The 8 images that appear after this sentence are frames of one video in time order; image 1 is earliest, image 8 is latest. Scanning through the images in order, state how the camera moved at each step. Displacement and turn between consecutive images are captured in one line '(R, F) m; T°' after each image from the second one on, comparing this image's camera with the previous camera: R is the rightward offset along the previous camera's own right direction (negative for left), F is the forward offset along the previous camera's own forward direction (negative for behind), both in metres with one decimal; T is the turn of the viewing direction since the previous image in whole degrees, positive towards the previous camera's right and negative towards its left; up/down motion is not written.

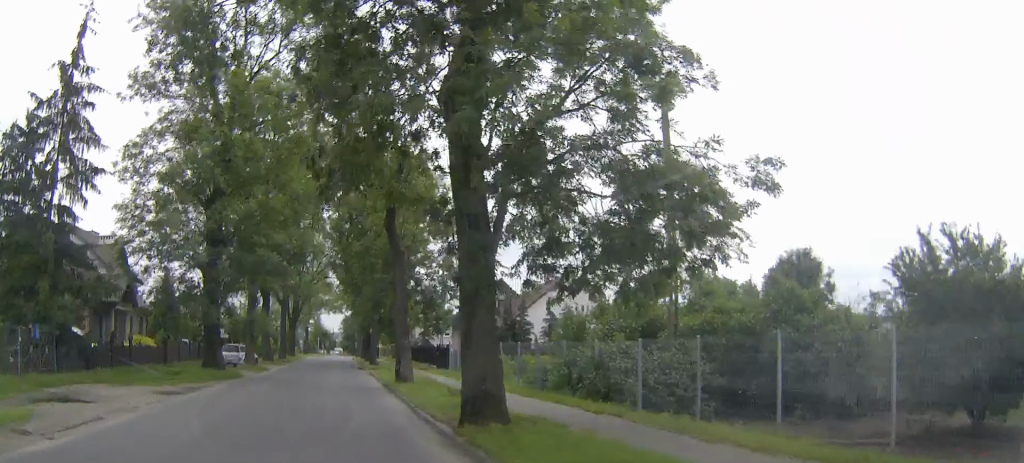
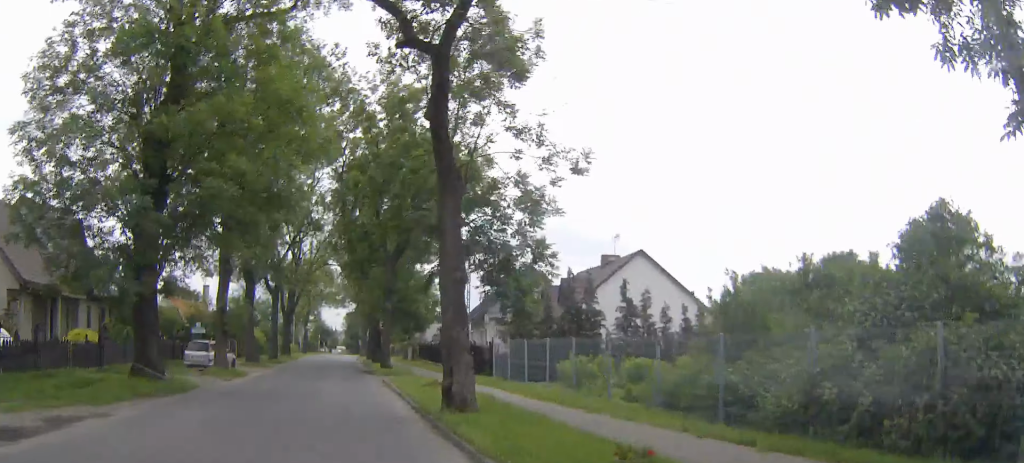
(-0.1, +11.3) m; -1°
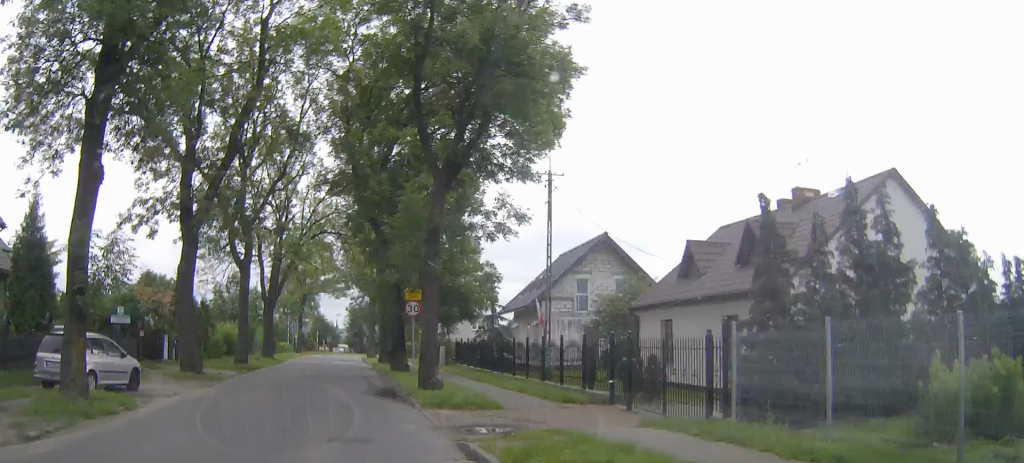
(+0.2, +18.3) m; +1°
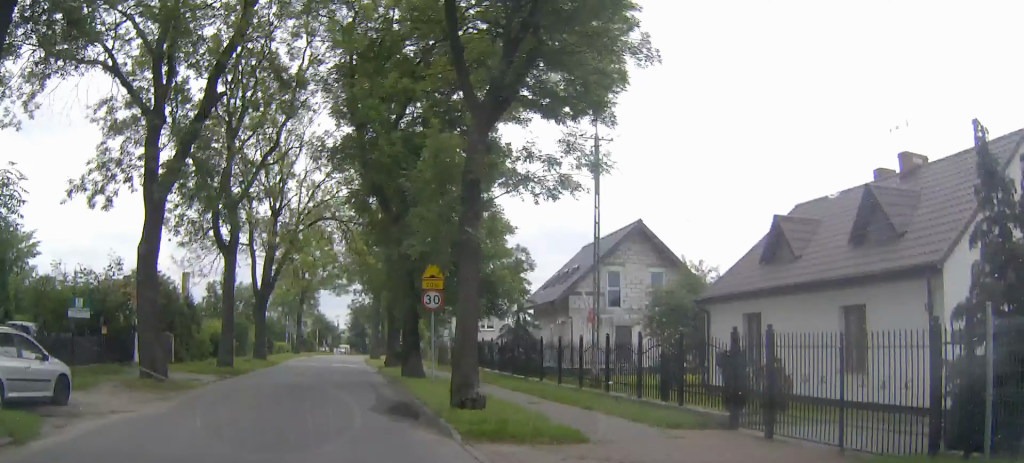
(0.0, +5.3) m; 0°
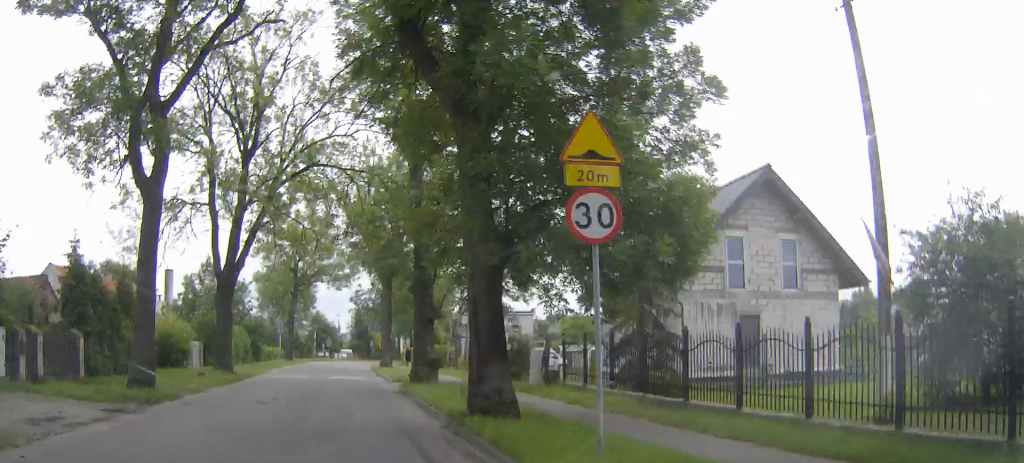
(-0.1, +13.8) m; -1°
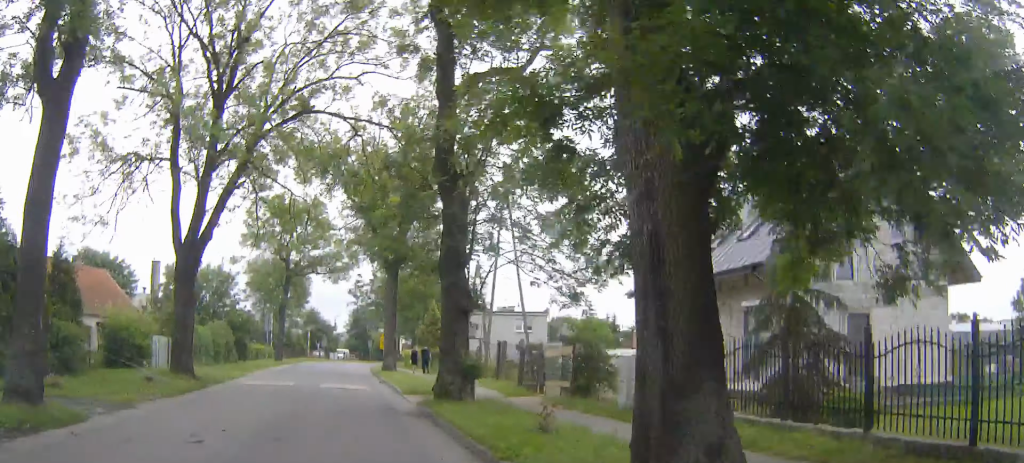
(0.0, +6.8) m; 0°
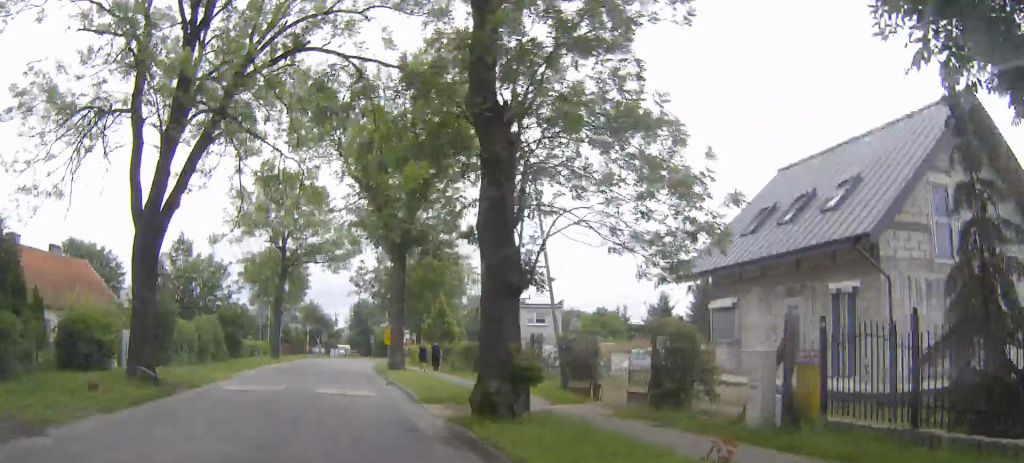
(-0.1, +4.7) m; 0°
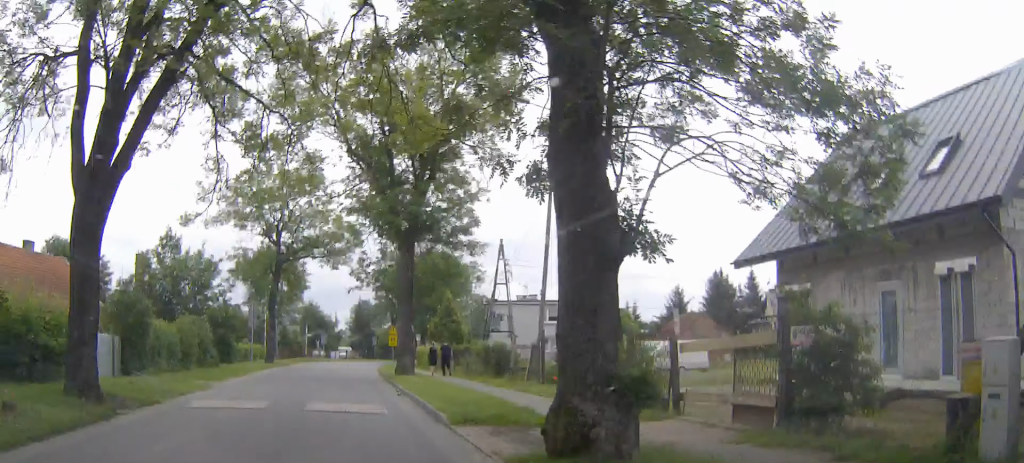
(0.0, +4.2) m; 0°
